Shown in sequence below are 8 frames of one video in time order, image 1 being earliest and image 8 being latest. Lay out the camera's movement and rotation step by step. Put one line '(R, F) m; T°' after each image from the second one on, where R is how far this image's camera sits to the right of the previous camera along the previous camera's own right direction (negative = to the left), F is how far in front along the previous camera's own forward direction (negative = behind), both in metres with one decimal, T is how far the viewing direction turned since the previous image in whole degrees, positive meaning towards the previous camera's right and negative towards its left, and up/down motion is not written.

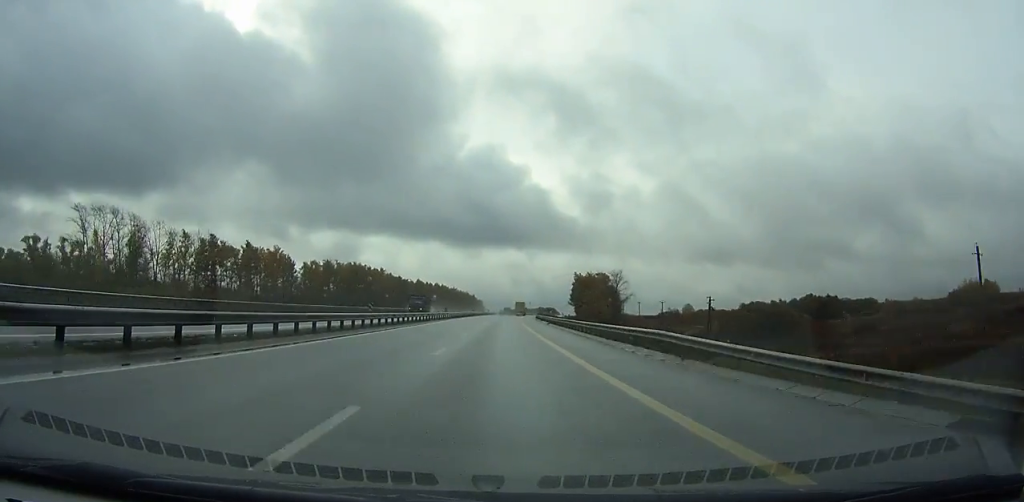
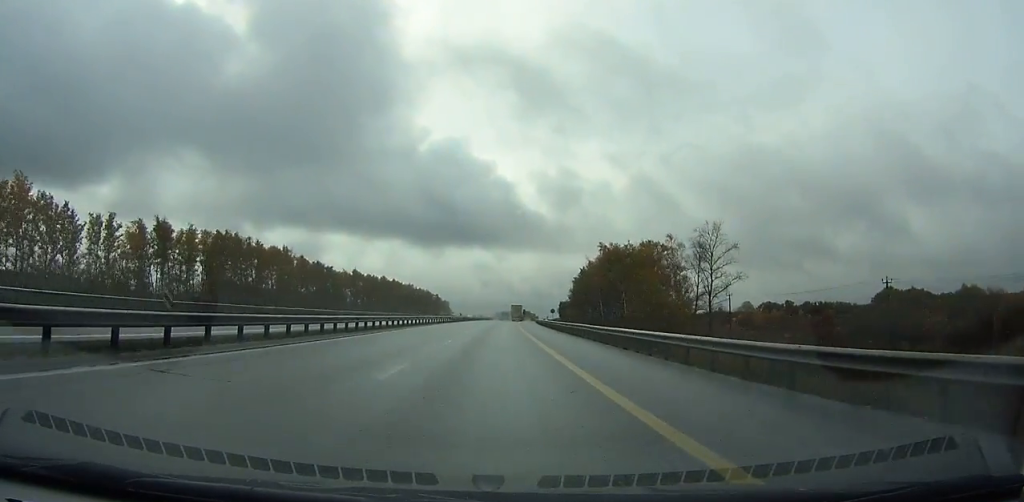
(+2.4, +100.7) m; +3°
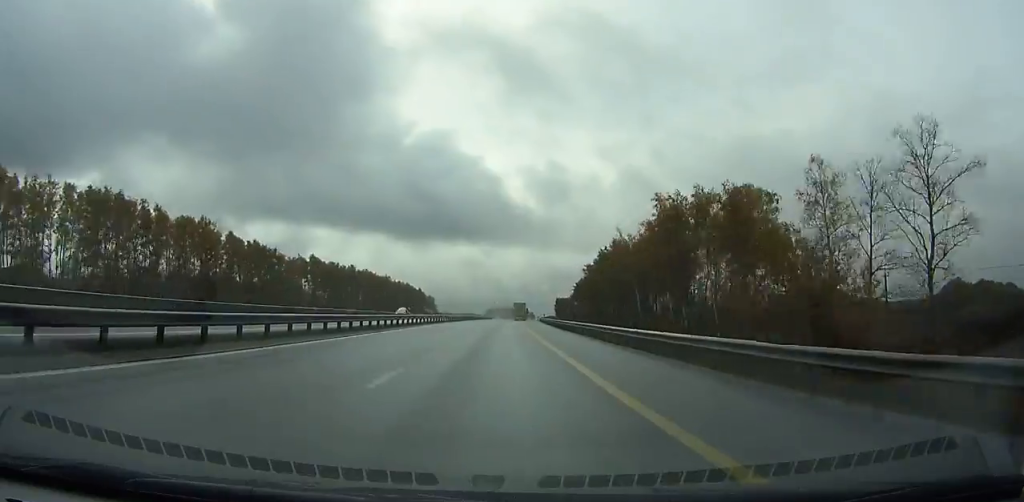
(+0.6, +49.0) m; +1°
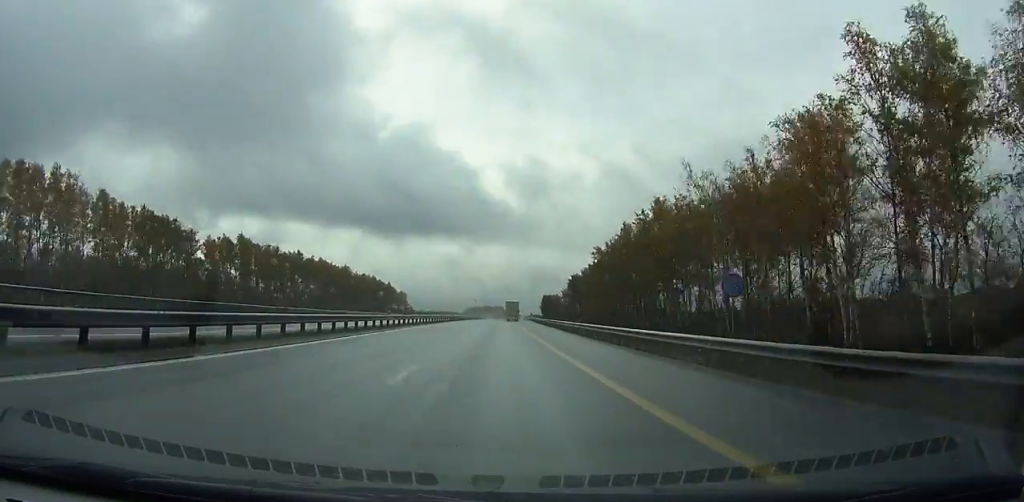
(-0.1, +46.7) m; +1°
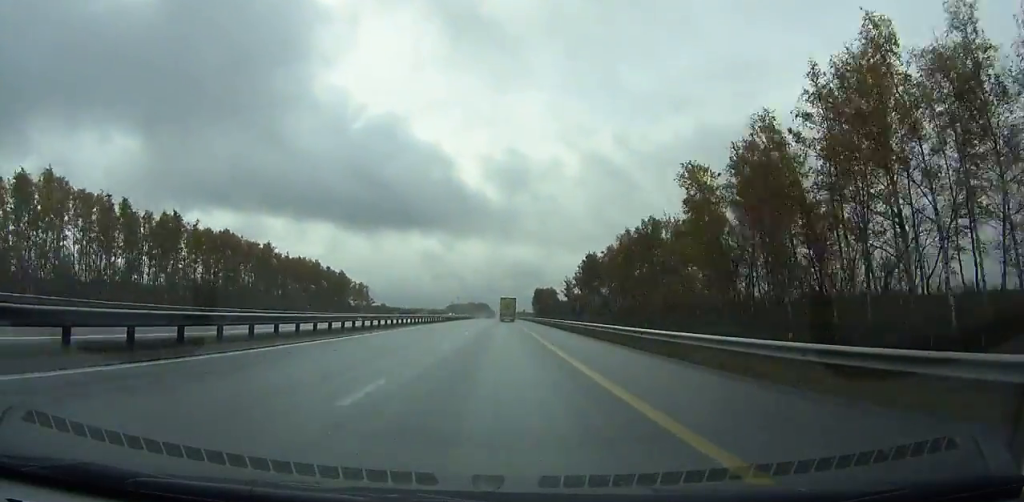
(+1.9, +73.2) m; +1°
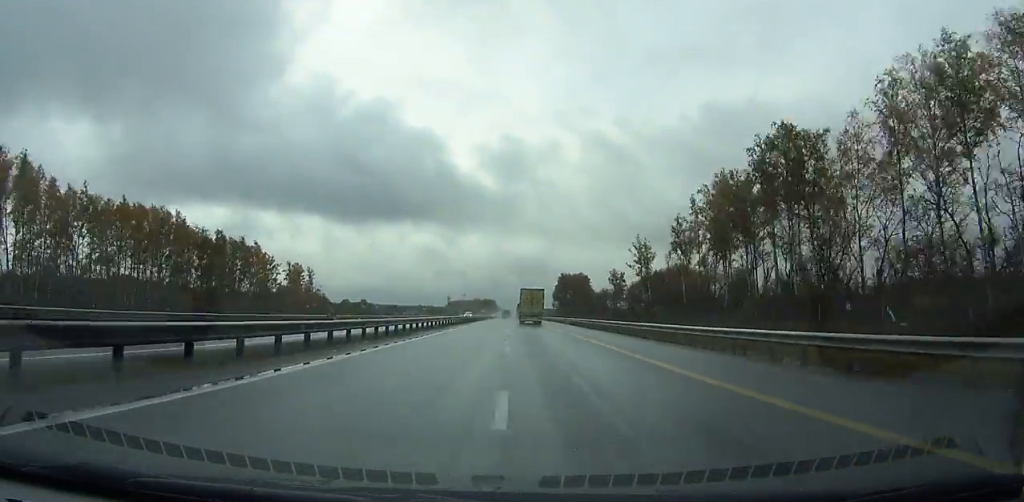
(+0.4, +107.1) m; 0°
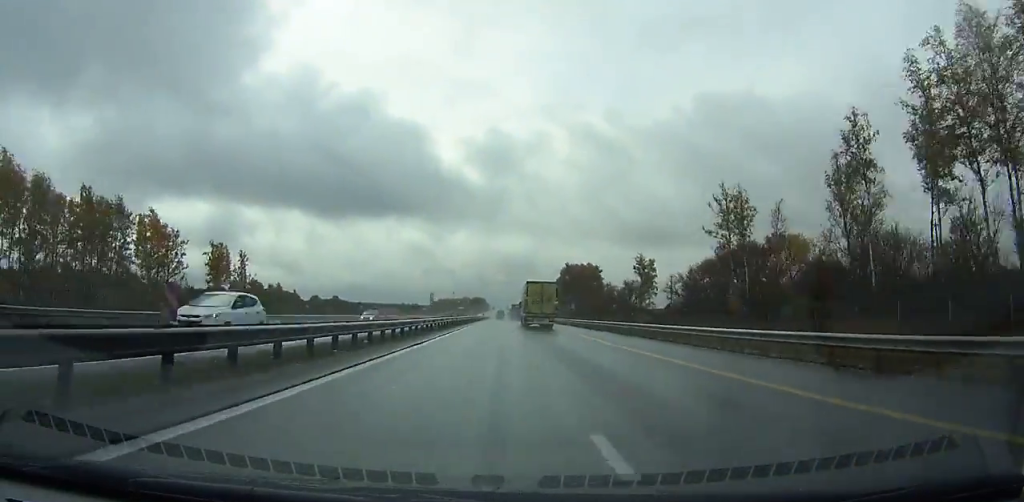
(-0.1, +50.3) m; 0°
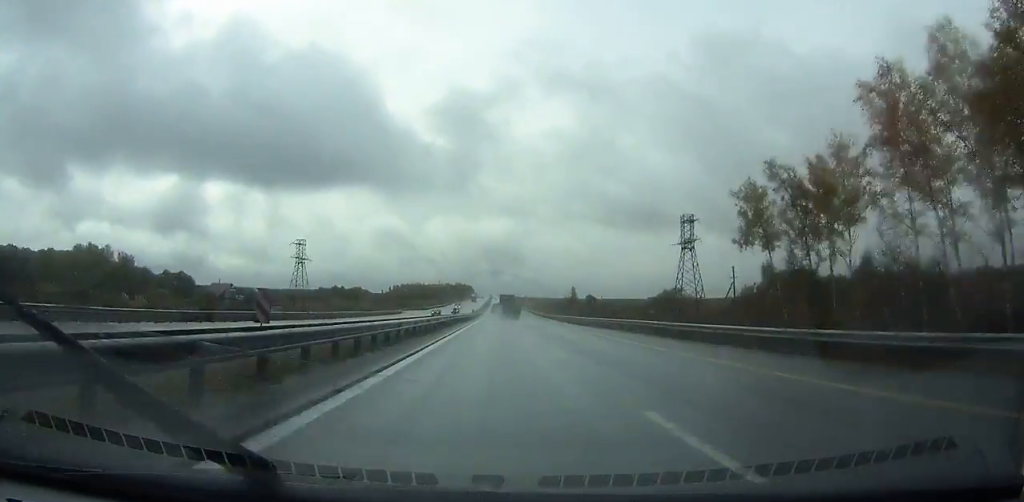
(+2.0, +234.1) m; +1°
